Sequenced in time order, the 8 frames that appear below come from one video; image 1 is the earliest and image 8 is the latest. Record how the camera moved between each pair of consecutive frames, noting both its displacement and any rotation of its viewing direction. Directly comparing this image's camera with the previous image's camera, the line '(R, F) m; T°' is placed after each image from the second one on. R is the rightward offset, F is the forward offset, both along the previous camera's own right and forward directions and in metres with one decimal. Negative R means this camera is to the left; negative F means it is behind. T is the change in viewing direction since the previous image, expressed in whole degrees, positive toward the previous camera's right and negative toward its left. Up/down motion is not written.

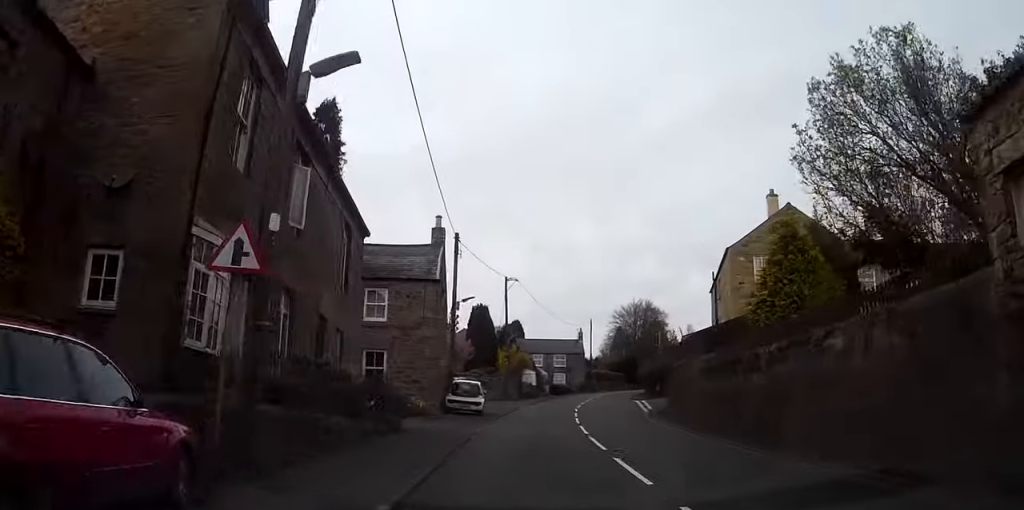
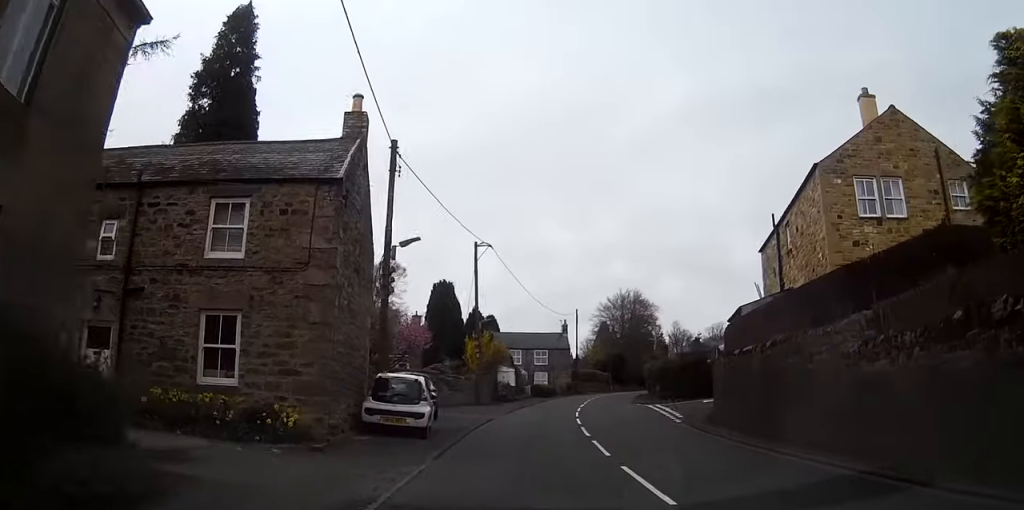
(+0.2, +13.6) m; +2°
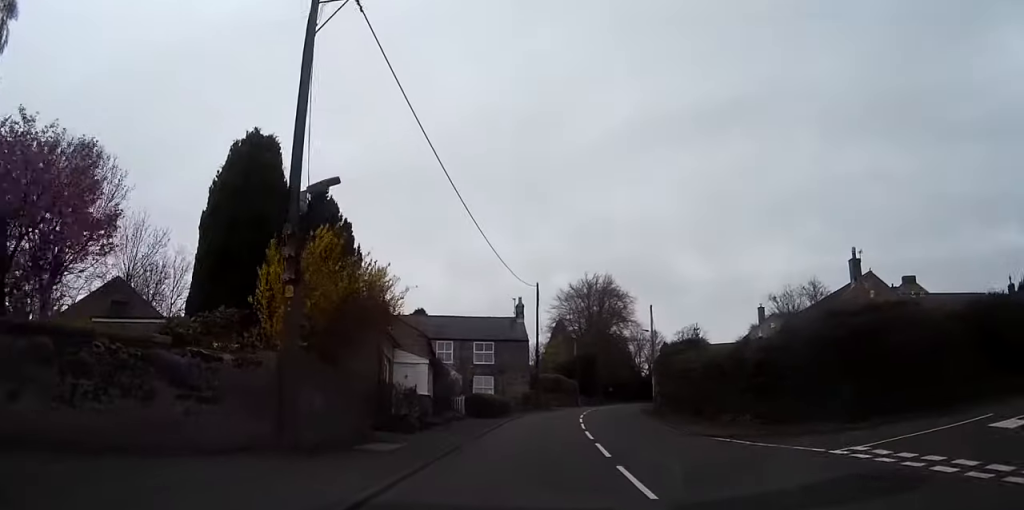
(+1.1, +29.0) m; +4°
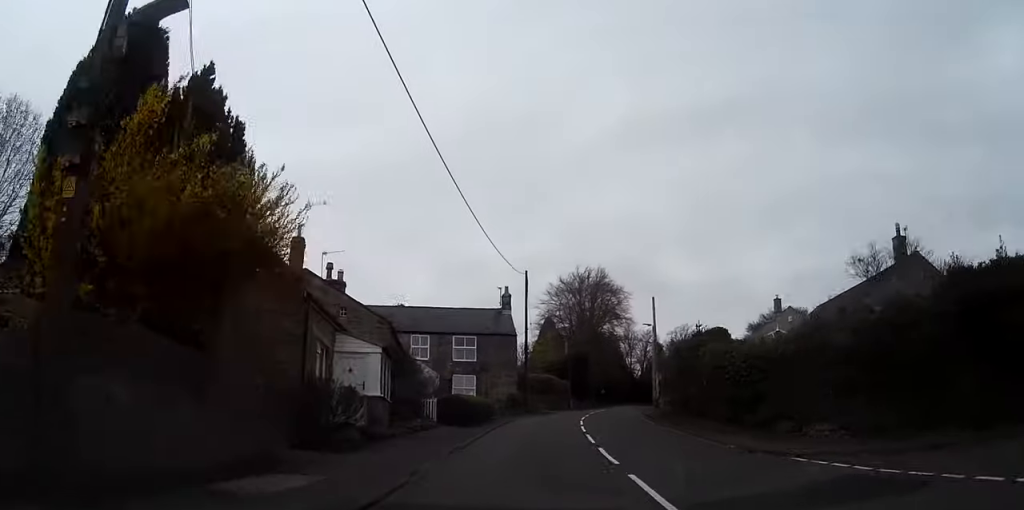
(0.0, +7.0) m; +1°
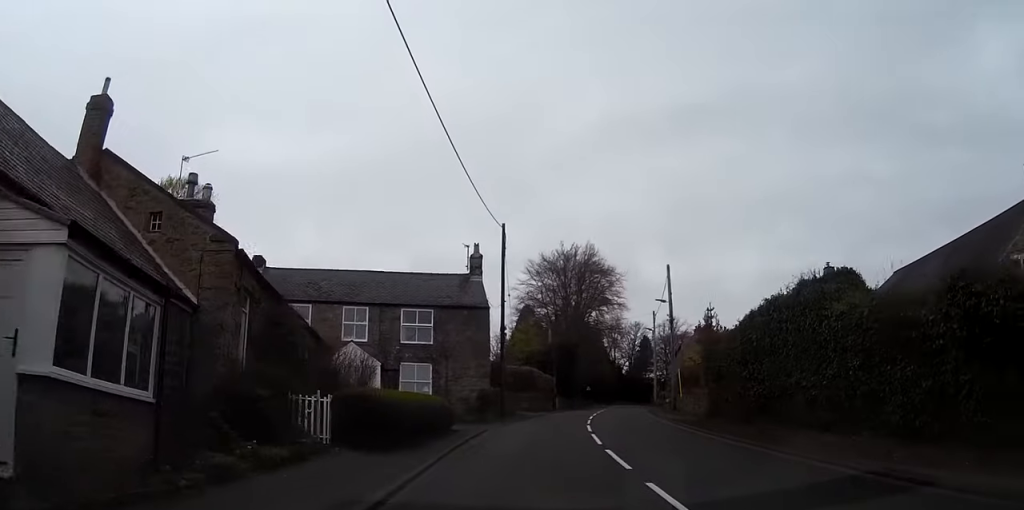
(+0.2, +13.5) m; +1°
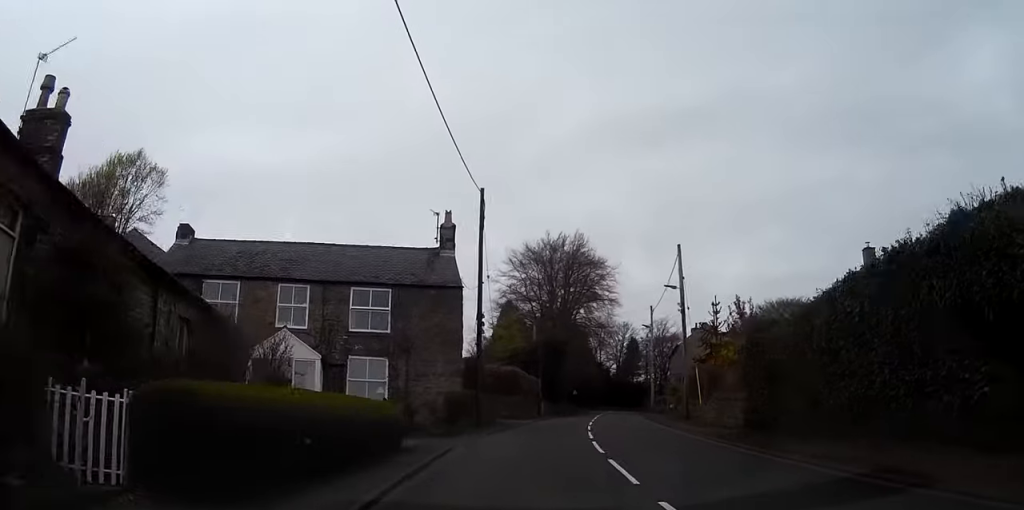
(-0.1, +7.5) m; +1°
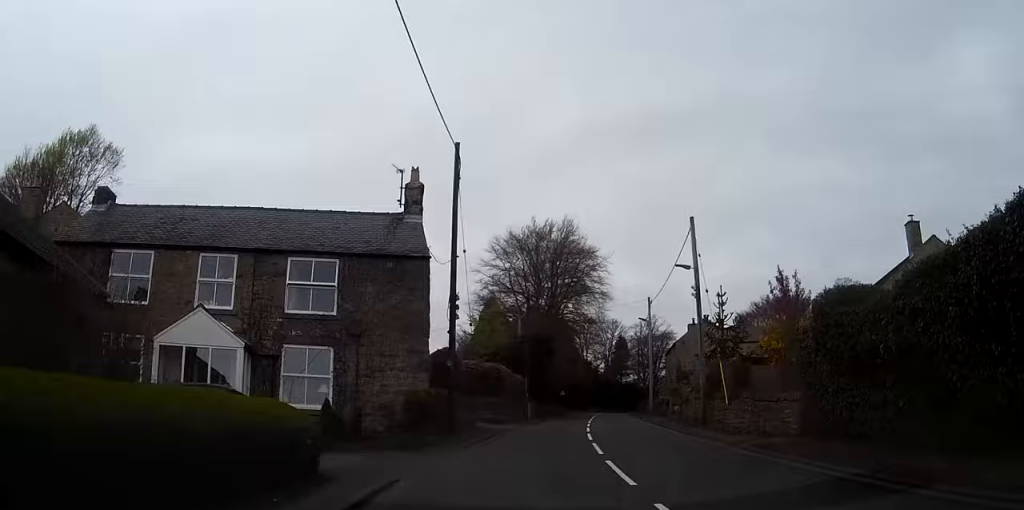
(0.0, +6.1) m; +1°
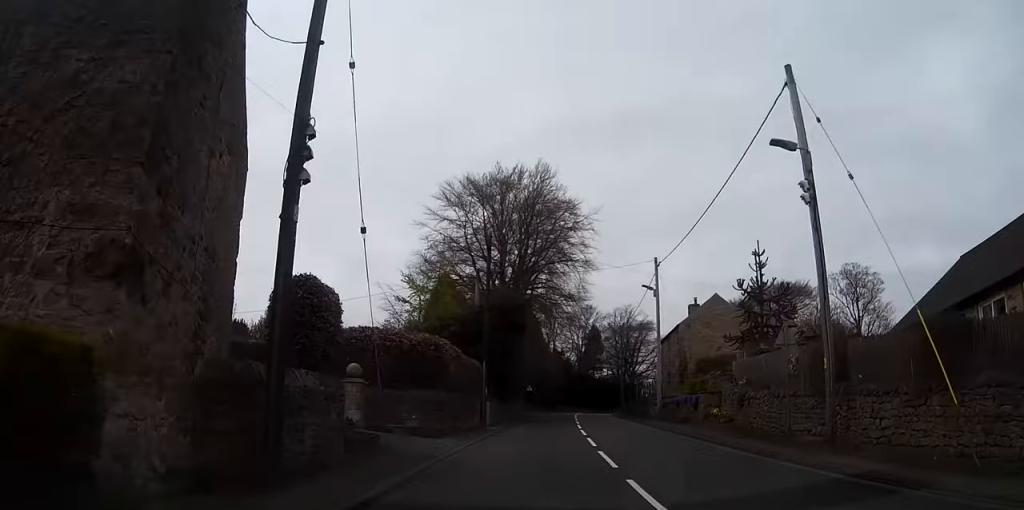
(+0.6, +15.6) m; +4°
